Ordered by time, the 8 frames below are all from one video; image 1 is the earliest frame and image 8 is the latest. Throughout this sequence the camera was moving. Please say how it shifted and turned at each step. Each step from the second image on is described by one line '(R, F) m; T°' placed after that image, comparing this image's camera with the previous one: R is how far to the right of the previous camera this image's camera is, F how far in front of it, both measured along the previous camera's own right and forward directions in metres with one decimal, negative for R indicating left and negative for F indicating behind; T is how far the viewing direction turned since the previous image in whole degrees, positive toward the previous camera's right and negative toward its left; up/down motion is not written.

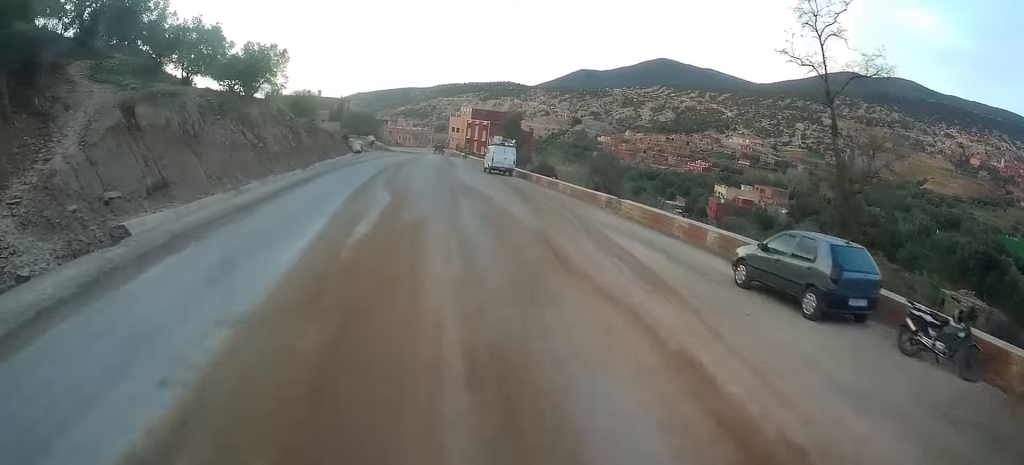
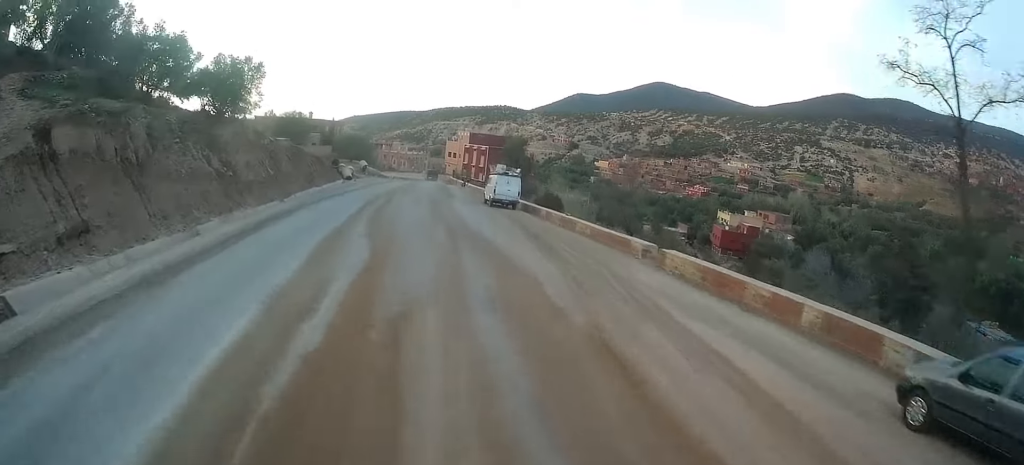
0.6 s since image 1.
(0.0, +6.2) m; +1°
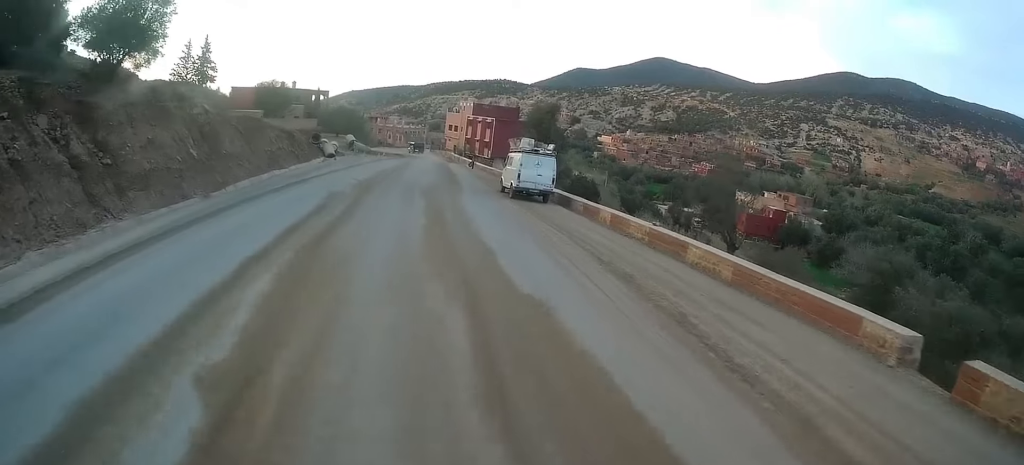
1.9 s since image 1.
(+0.4, +14.4) m; +3°
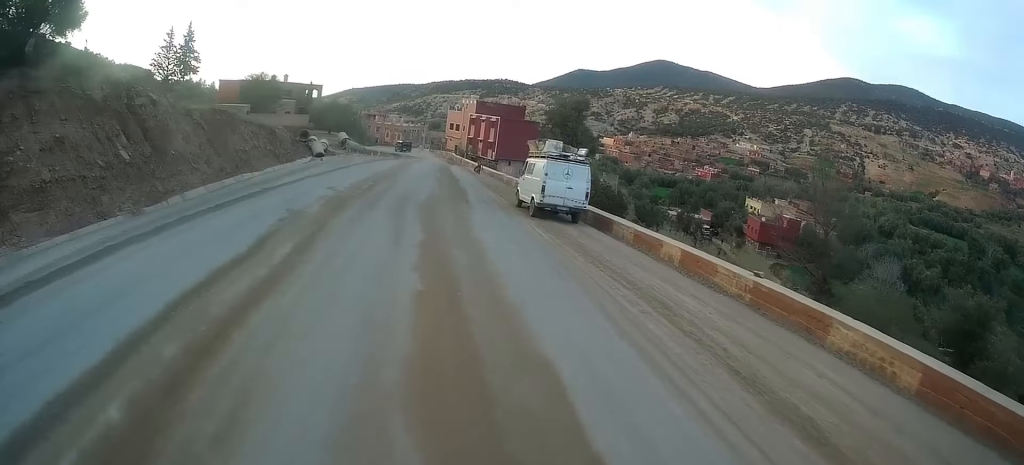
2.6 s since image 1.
(+0.1, +7.4) m; 0°
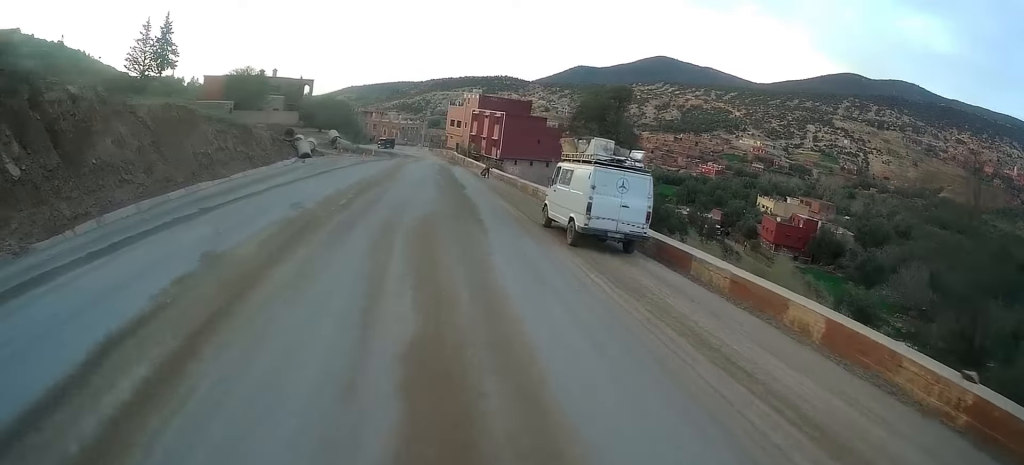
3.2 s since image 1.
(0.0, +7.0) m; -1°
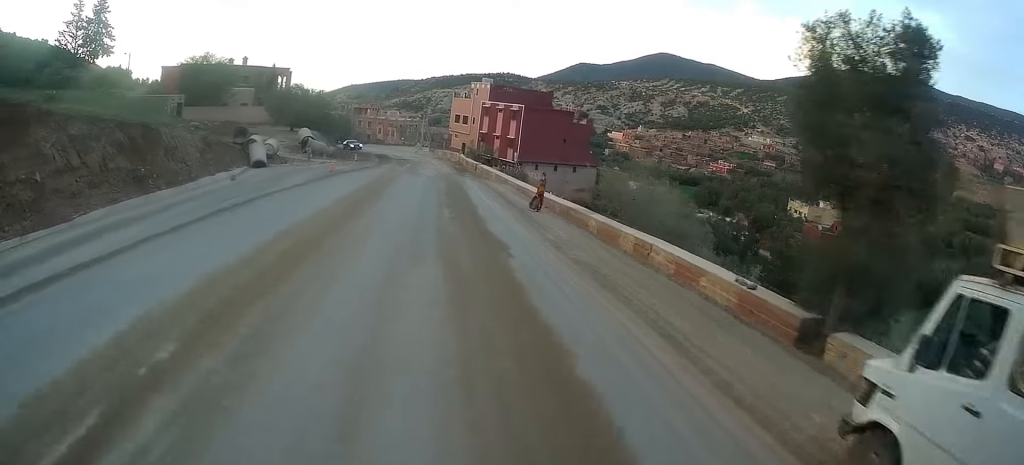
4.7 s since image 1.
(-0.6, +16.4) m; -1°
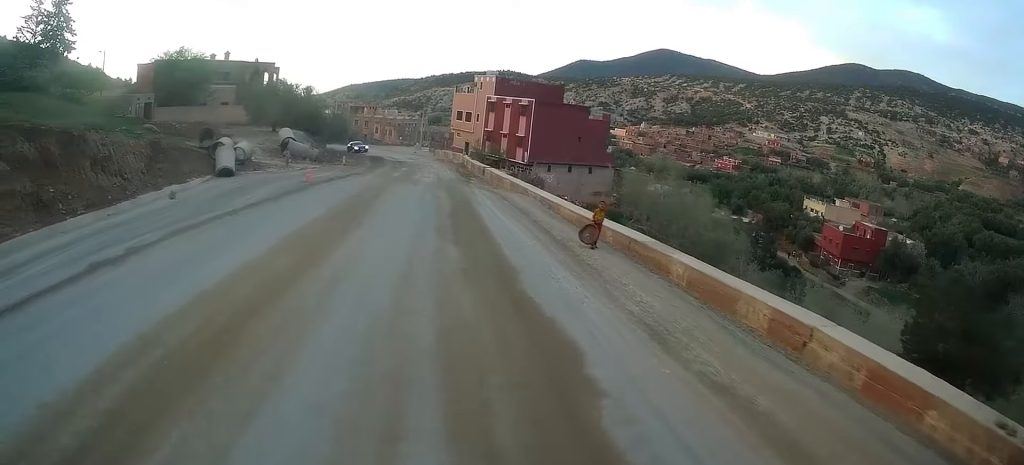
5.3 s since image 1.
(0.0, +6.9) m; +1°
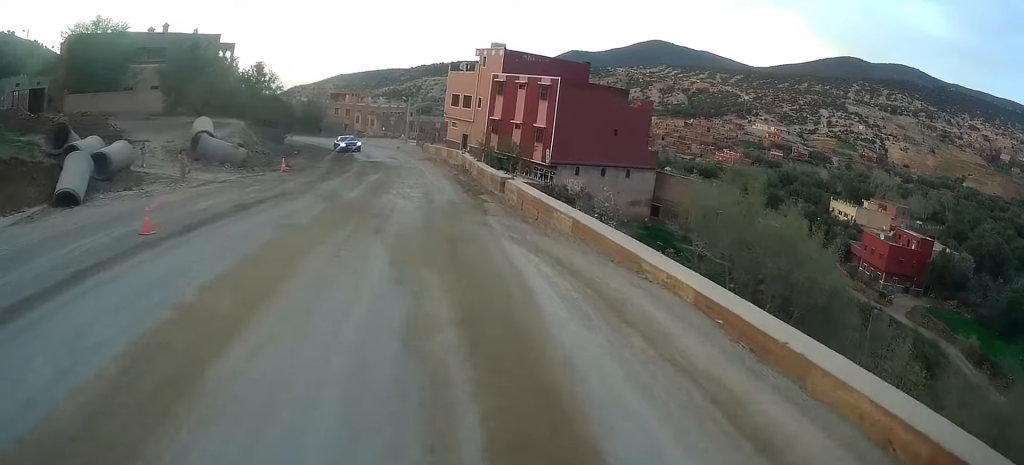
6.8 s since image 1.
(+0.5, +15.2) m; +2°
